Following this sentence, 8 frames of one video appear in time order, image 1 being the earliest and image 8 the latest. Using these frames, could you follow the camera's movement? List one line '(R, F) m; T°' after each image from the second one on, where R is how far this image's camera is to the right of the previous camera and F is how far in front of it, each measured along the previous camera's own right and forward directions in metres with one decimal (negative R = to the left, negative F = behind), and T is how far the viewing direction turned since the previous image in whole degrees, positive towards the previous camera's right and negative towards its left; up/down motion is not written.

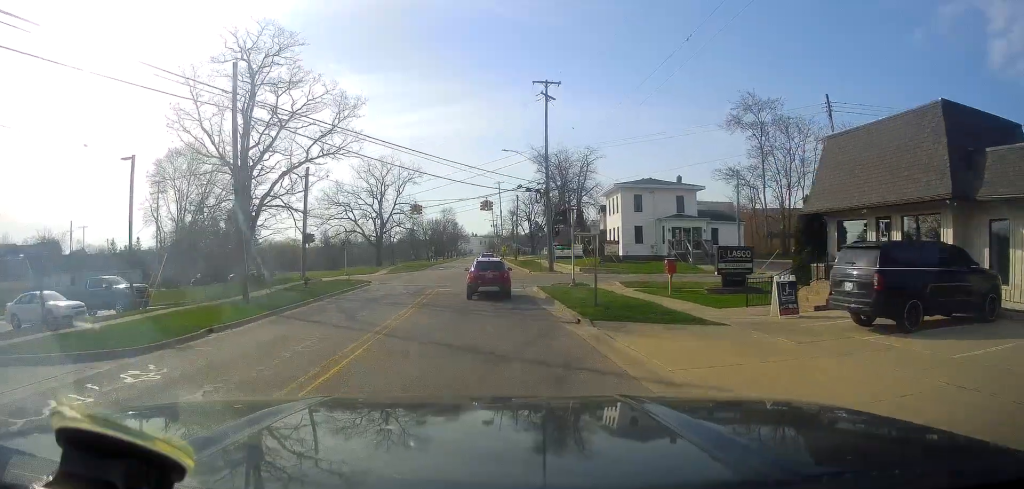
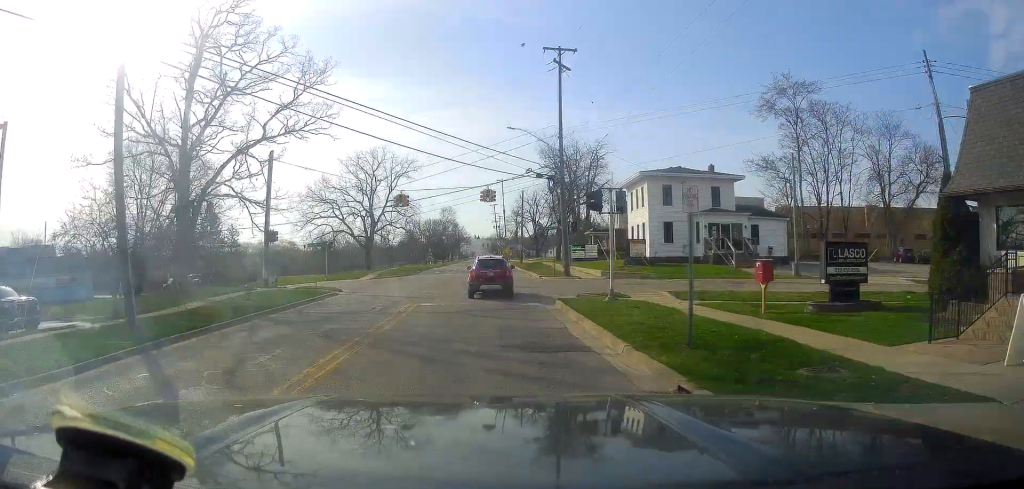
(+0.2, +8.8) m; 0°
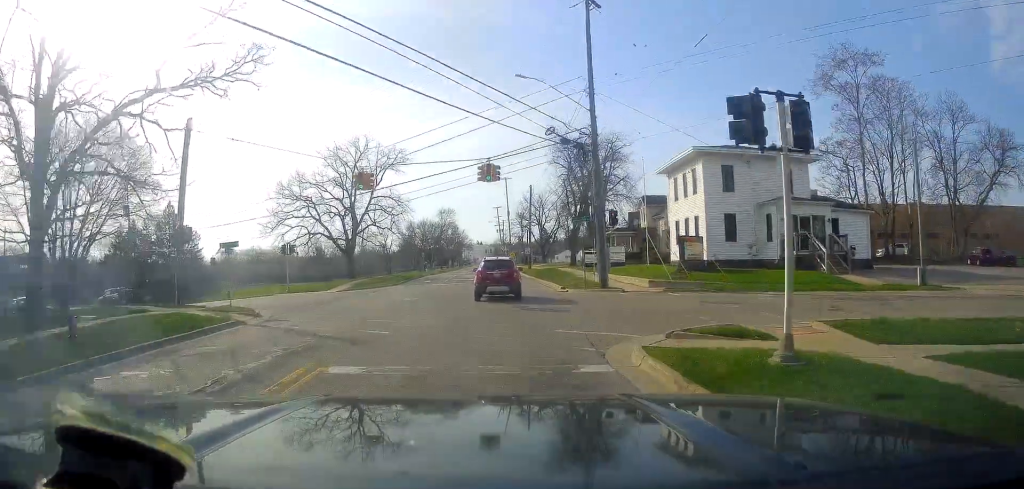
(-0.2, +11.9) m; -2°
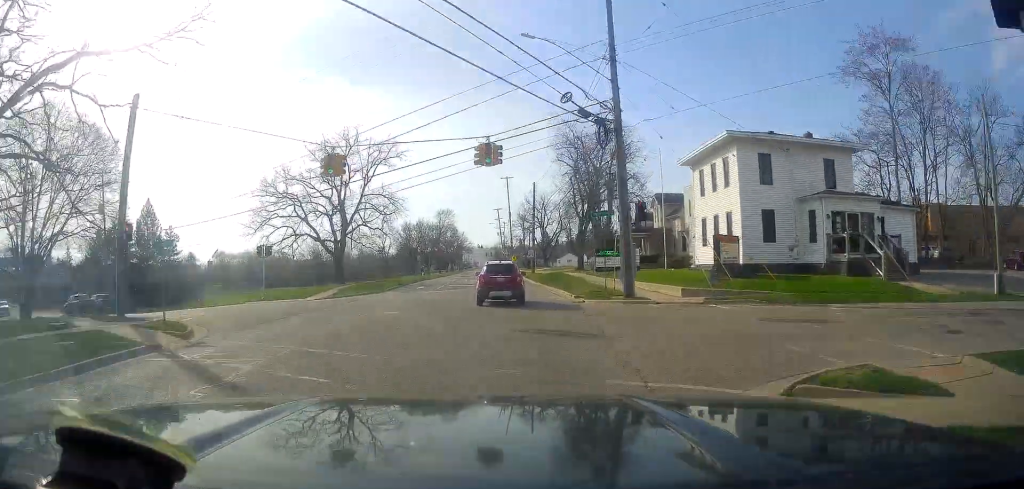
(0.0, +5.0) m; 0°
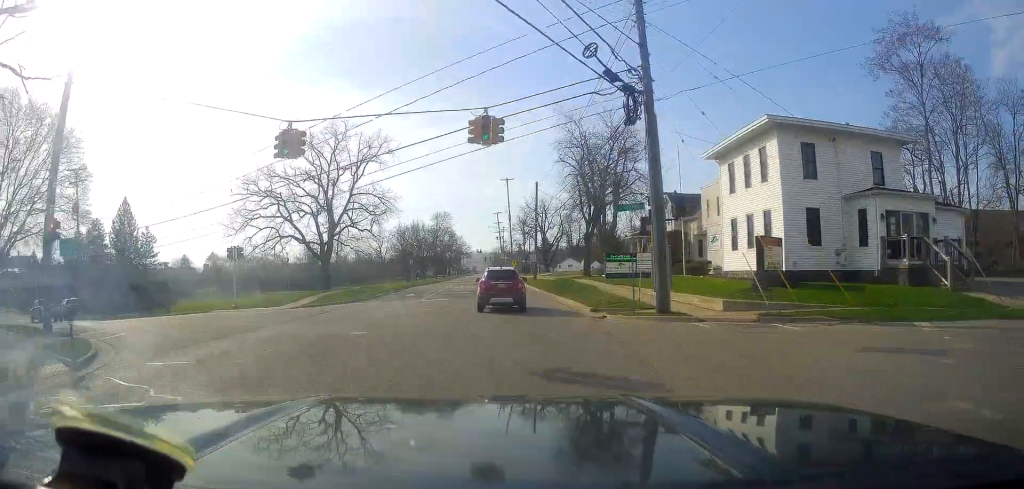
(0.0, +4.8) m; +1°
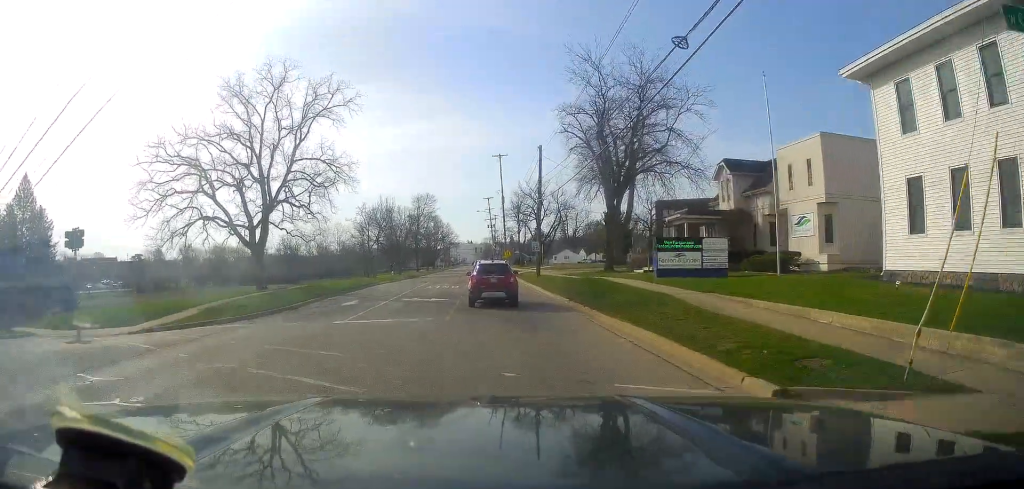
(+0.3, +15.5) m; +1°
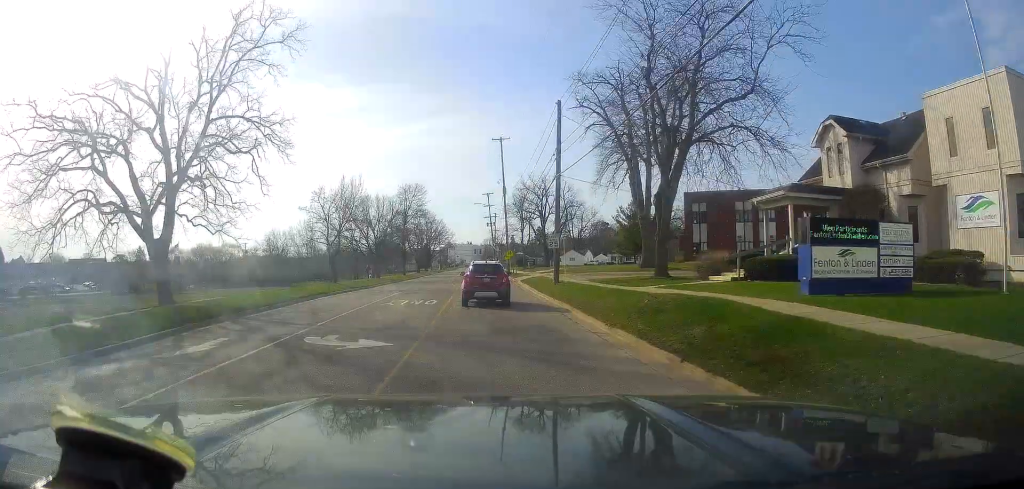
(-0.3, +14.1) m; -1°
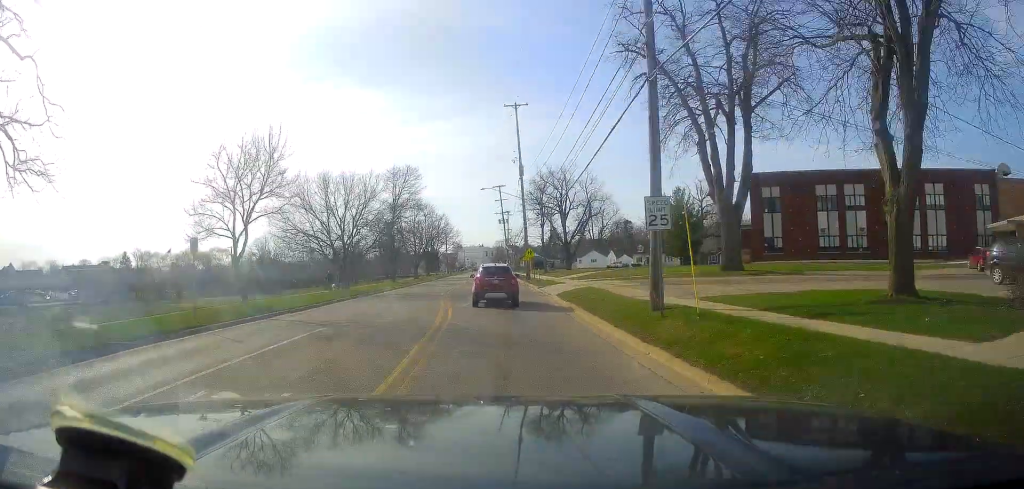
(+0.4, +17.9) m; +1°
